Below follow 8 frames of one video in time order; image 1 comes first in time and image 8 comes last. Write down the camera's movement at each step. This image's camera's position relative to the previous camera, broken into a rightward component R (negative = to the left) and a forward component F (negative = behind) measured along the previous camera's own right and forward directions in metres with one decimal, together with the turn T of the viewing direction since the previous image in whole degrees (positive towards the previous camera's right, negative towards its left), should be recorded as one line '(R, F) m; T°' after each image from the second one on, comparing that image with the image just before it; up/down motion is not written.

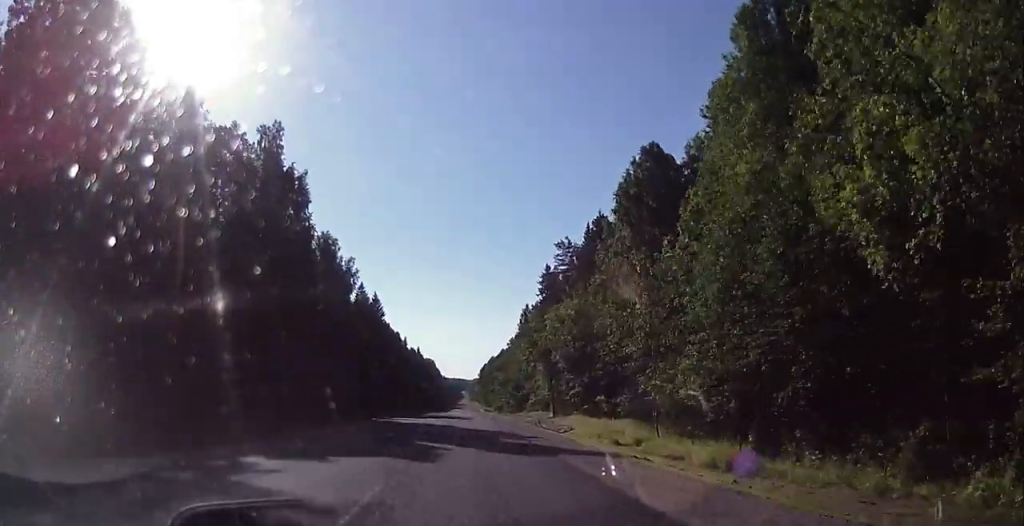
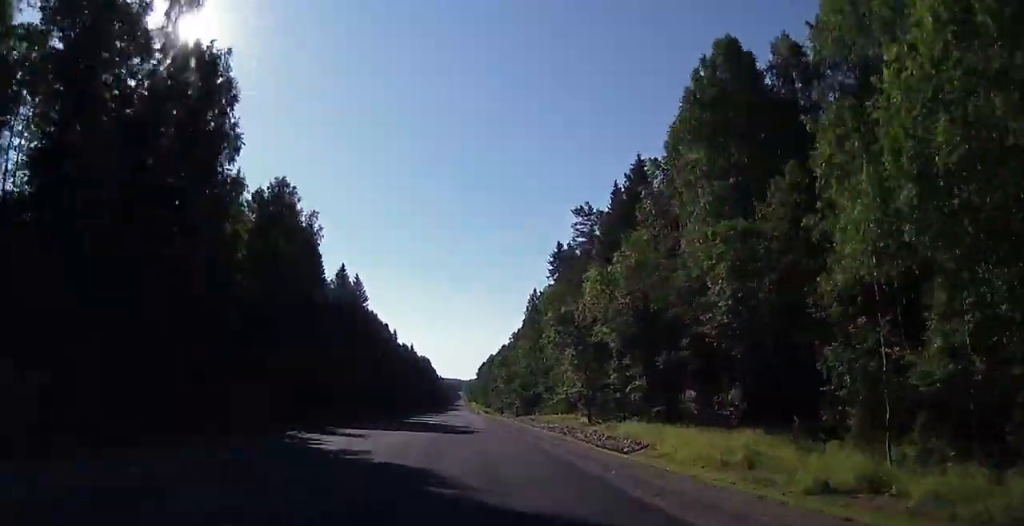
(-0.7, +23.9) m; +2°
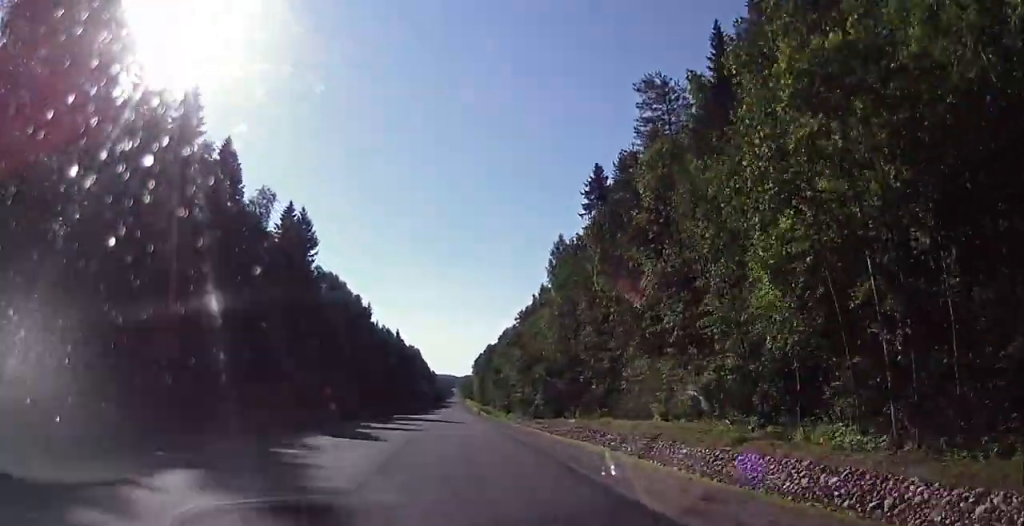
(+2.0, +42.5) m; +1°
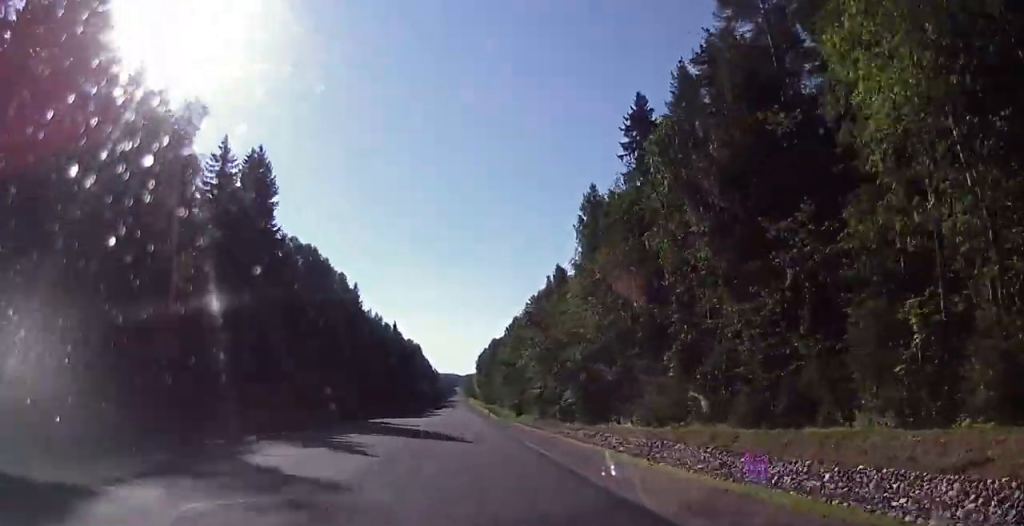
(-0.5, +22.0) m; -1°
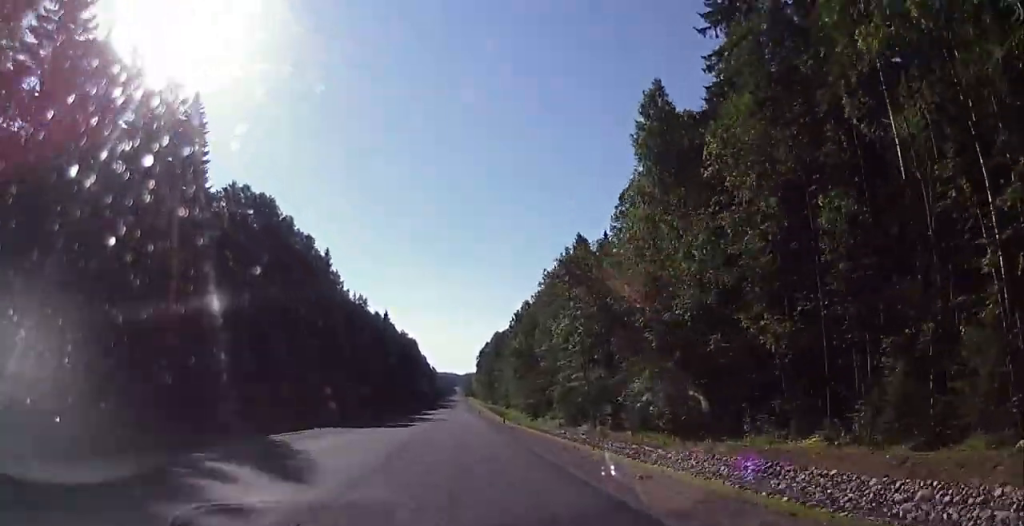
(+0.4, +25.8) m; +1°
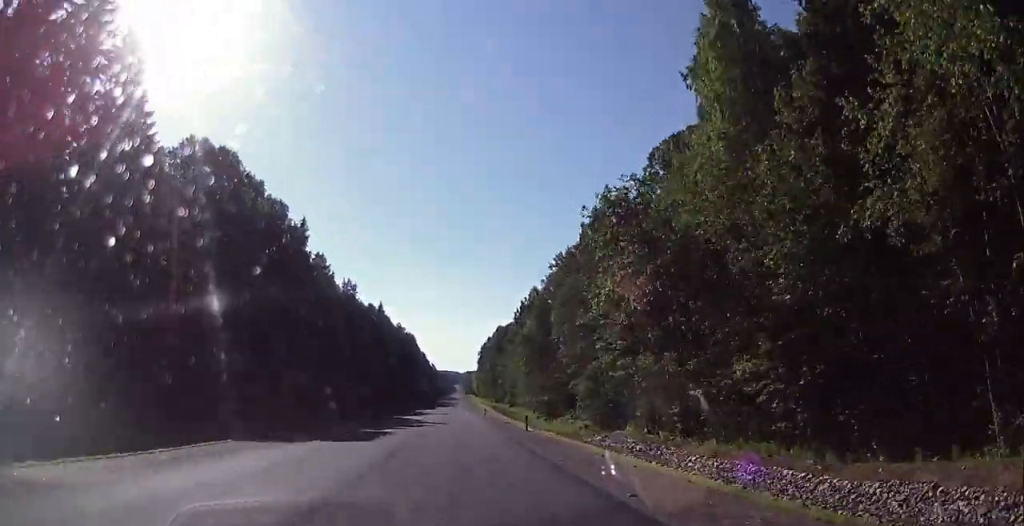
(0.0, +14.6) m; 0°
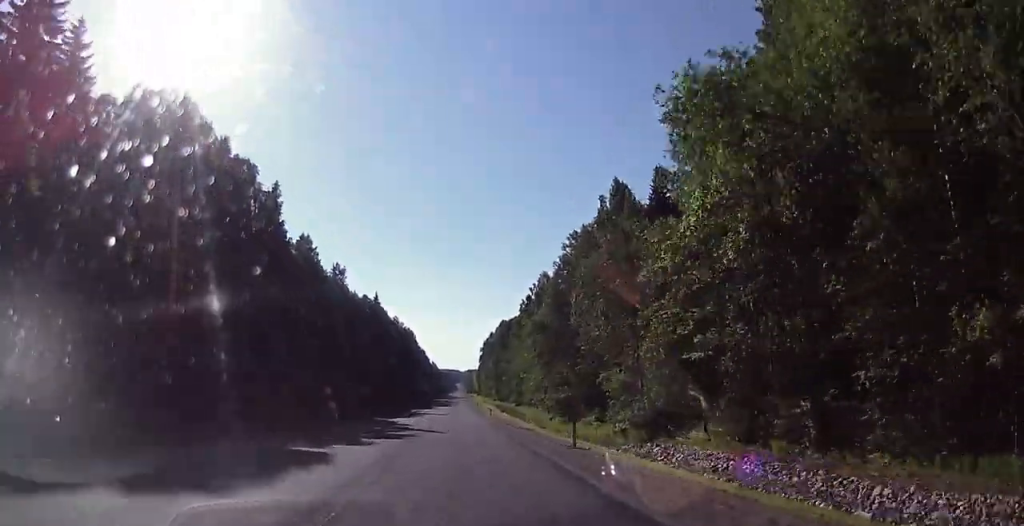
(0.0, +12.8) m; 0°
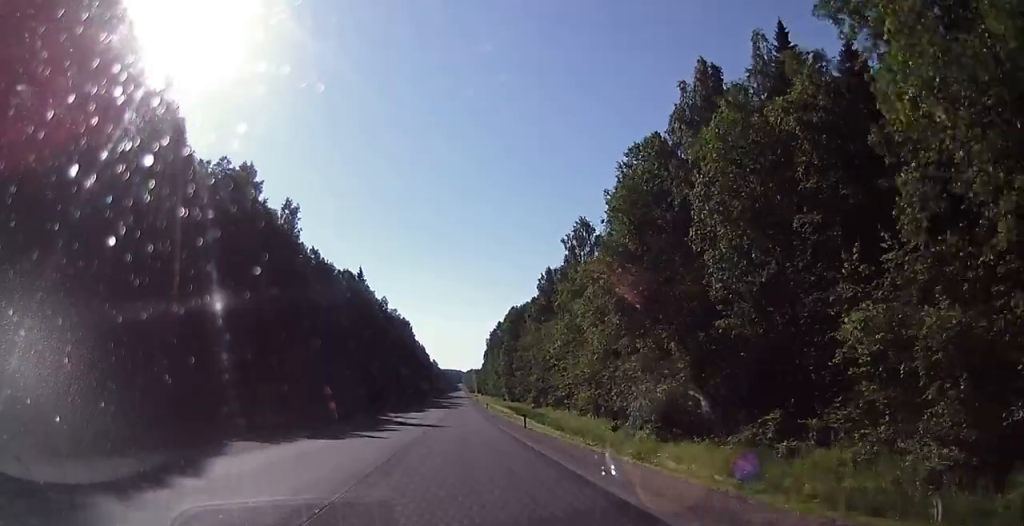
(-0.1, +33.7) m; -1°
